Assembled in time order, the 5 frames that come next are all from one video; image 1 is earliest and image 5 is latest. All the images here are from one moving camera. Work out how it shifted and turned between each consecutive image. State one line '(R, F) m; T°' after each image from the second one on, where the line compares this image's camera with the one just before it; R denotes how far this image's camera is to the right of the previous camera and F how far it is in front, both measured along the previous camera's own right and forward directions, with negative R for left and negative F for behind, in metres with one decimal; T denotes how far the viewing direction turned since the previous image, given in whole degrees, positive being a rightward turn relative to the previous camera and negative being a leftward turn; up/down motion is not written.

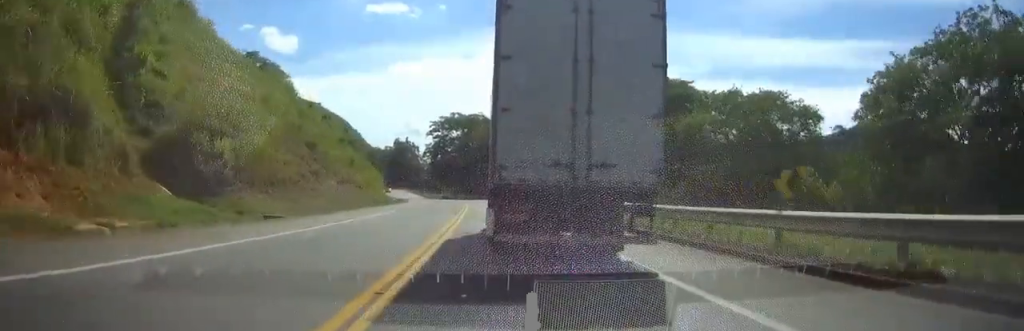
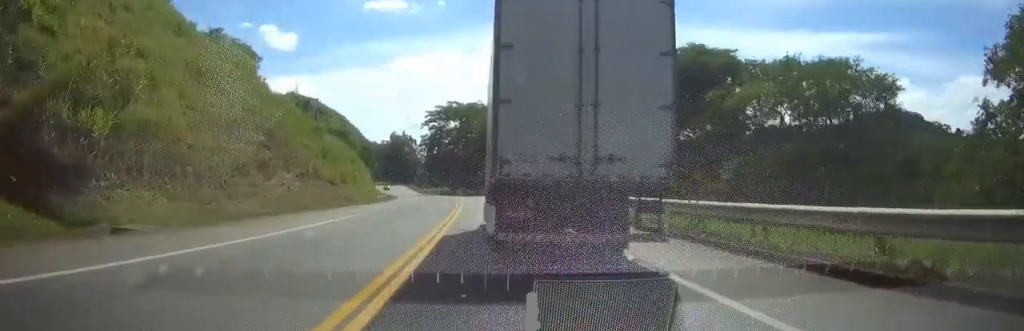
(-0.1, +11.3) m; 0°
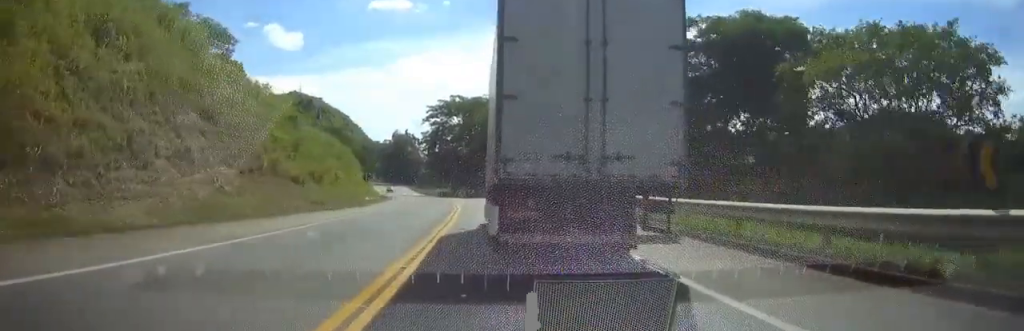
(0.0, +10.0) m; 0°
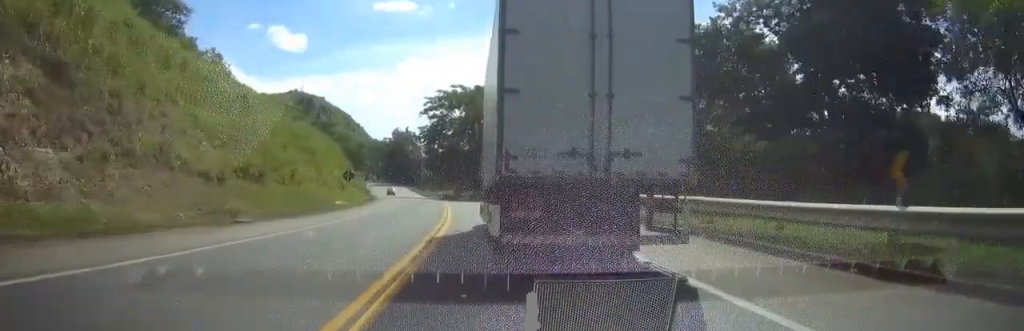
(0.0, +13.4) m; -2°
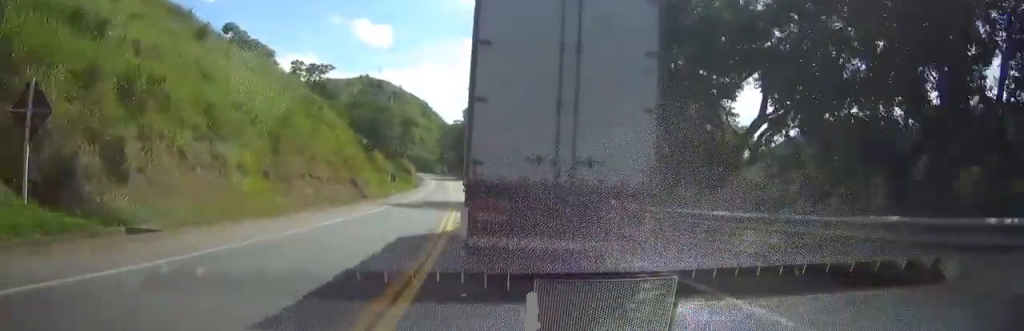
(-4.0, +58.4) m; -5°
